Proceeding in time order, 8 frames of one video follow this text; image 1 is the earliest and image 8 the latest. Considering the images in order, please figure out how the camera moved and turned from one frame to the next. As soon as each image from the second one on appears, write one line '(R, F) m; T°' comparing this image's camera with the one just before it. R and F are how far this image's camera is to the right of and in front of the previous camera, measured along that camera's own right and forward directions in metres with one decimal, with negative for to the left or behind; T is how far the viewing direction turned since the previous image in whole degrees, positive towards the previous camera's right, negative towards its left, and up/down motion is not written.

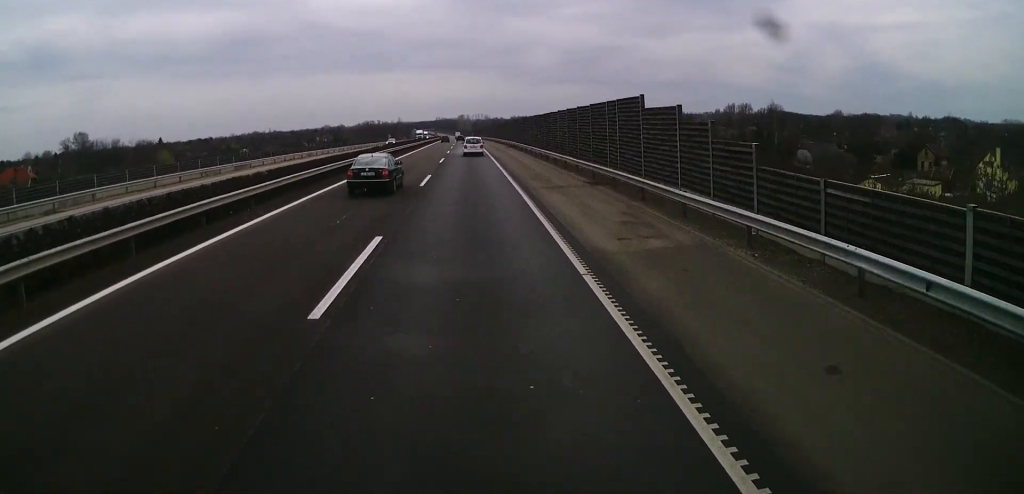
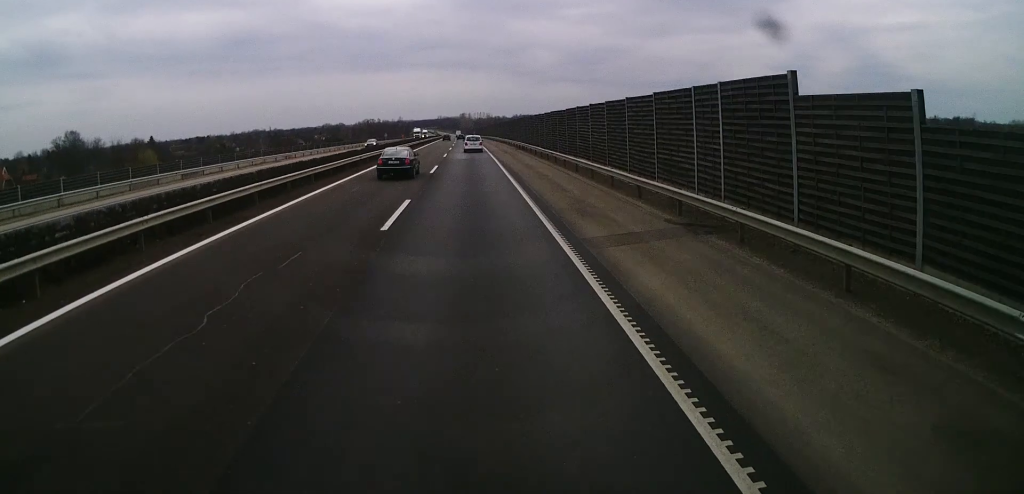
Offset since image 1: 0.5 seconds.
(0.0, +11.4) m; 0°
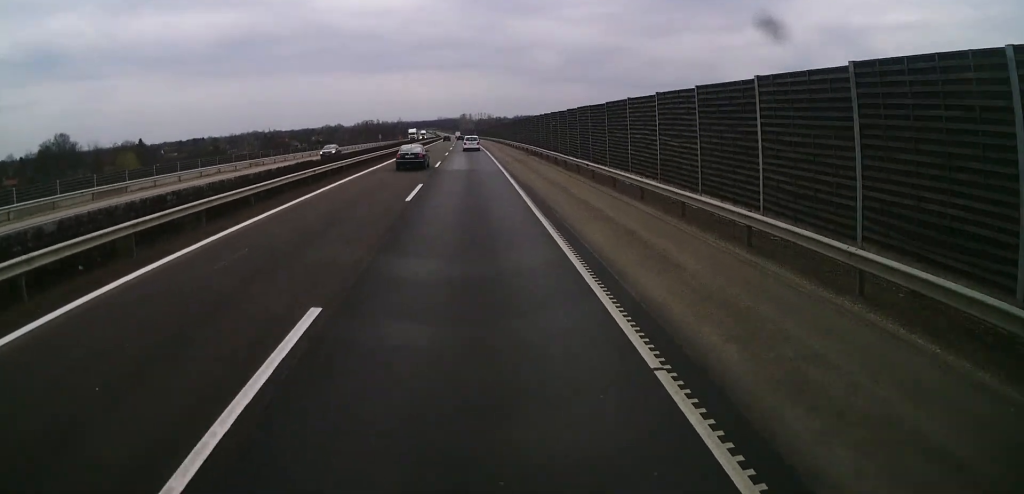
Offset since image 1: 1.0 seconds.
(-0.1, +12.1) m; 0°
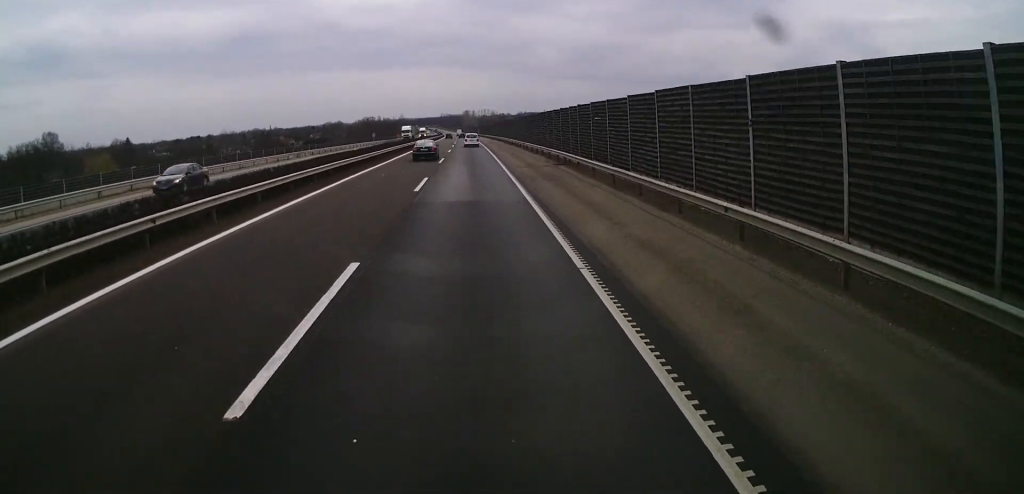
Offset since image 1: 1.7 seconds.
(-0.1, +14.9) m; 0°
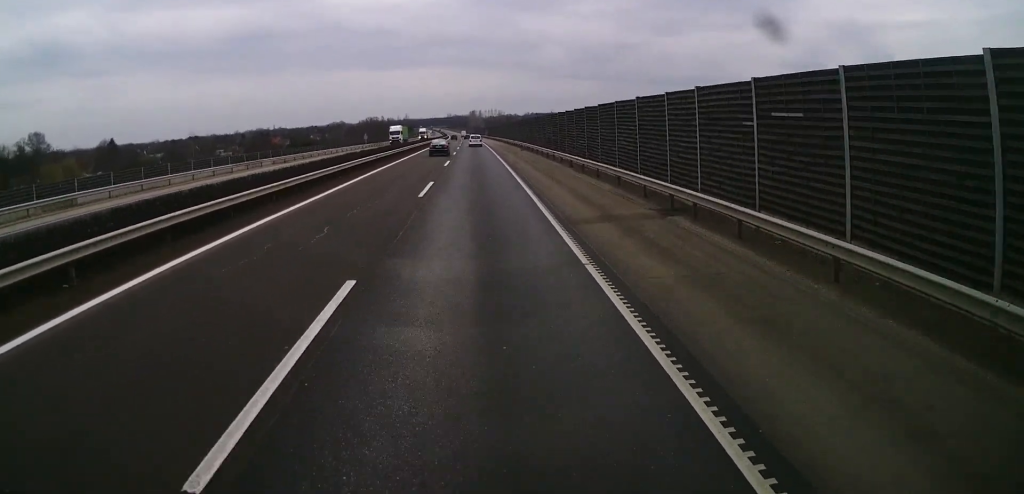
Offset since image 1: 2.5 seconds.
(0.0, +18.4) m; 0°
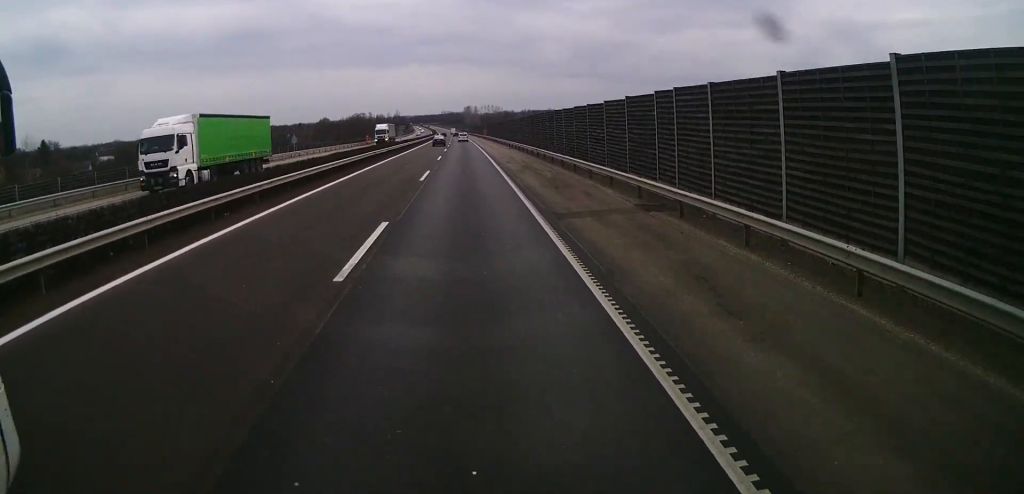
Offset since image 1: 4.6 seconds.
(0.0, +43.1) m; 0°
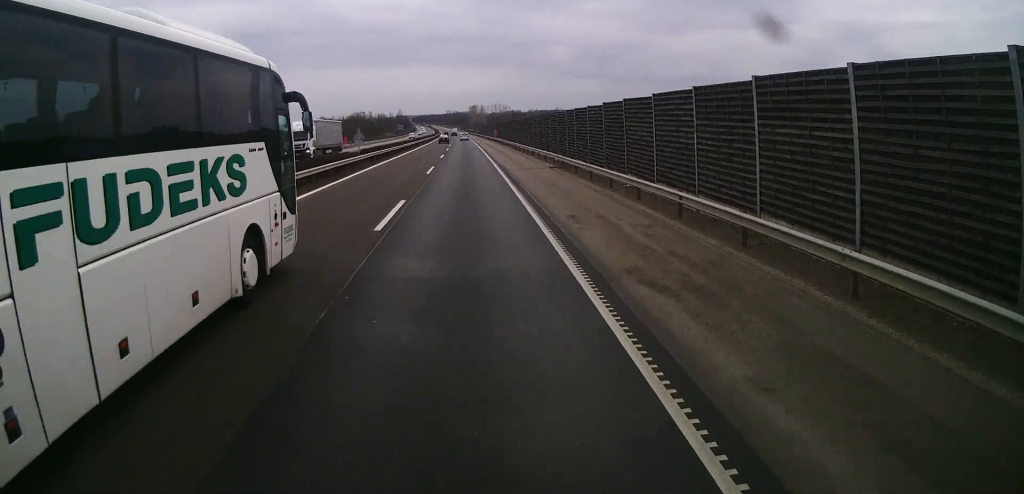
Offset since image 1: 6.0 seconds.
(0.0, +25.6) m; 0°
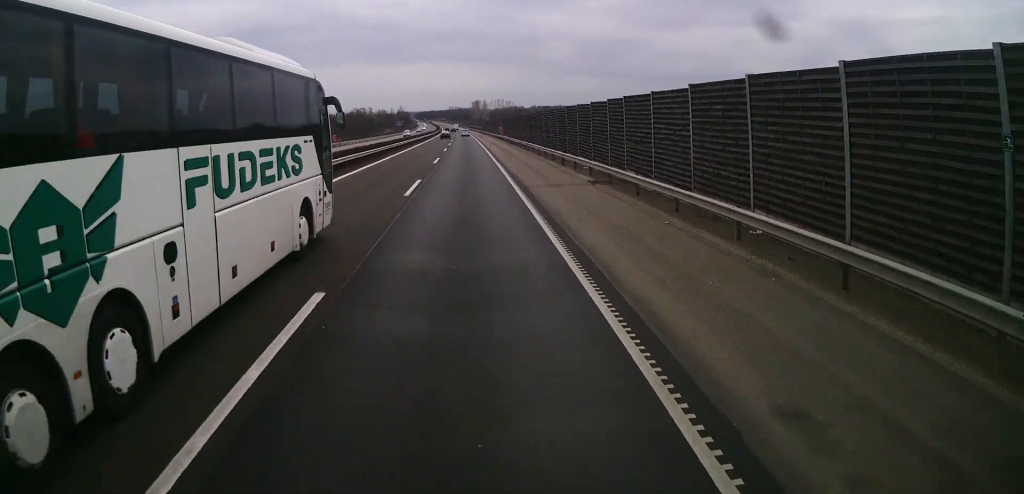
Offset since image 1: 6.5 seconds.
(0.0, +9.9) m; 0°
